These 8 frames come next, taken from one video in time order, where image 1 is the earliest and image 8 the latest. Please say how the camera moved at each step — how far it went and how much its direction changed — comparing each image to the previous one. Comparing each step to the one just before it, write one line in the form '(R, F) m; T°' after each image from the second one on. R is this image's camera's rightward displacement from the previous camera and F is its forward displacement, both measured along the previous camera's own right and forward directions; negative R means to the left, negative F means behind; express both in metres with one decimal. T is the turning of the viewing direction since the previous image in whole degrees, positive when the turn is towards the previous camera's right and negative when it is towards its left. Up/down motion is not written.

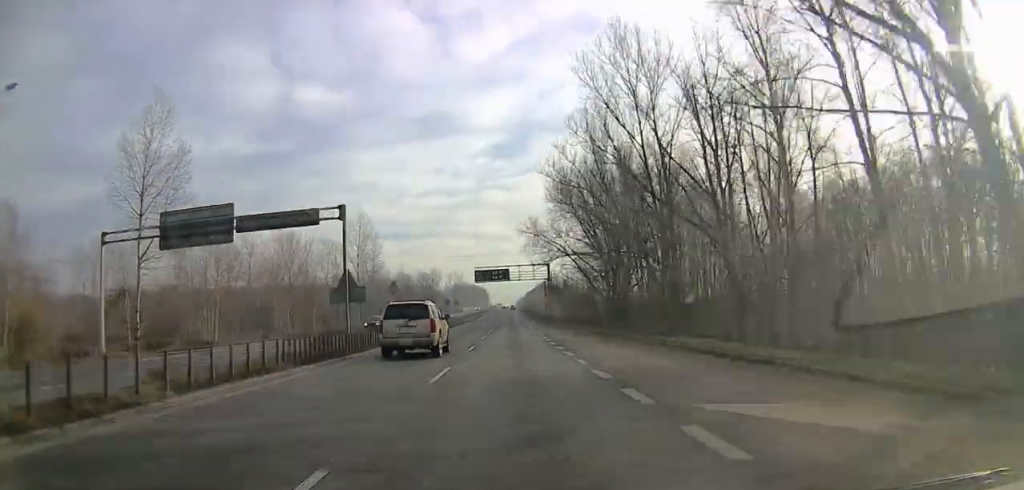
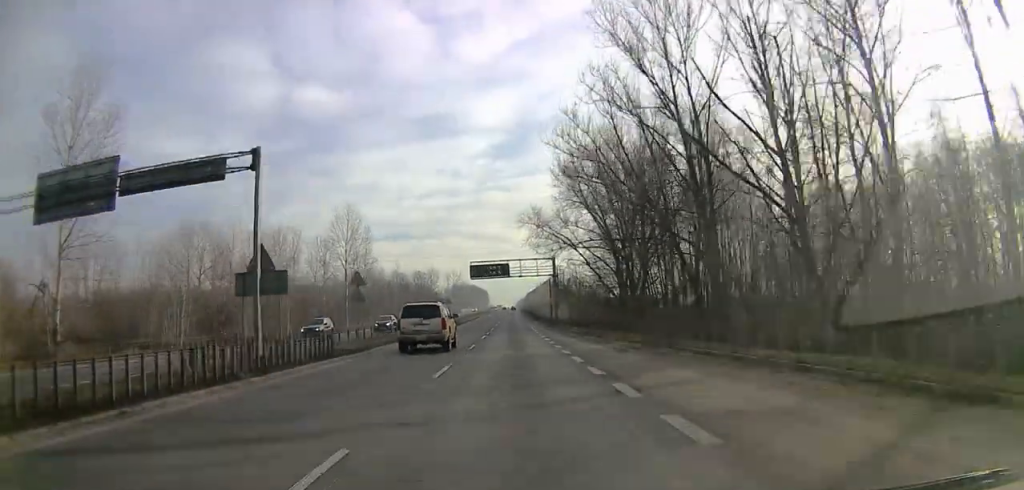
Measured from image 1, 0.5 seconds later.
(0.0, +10.9) m; 0°
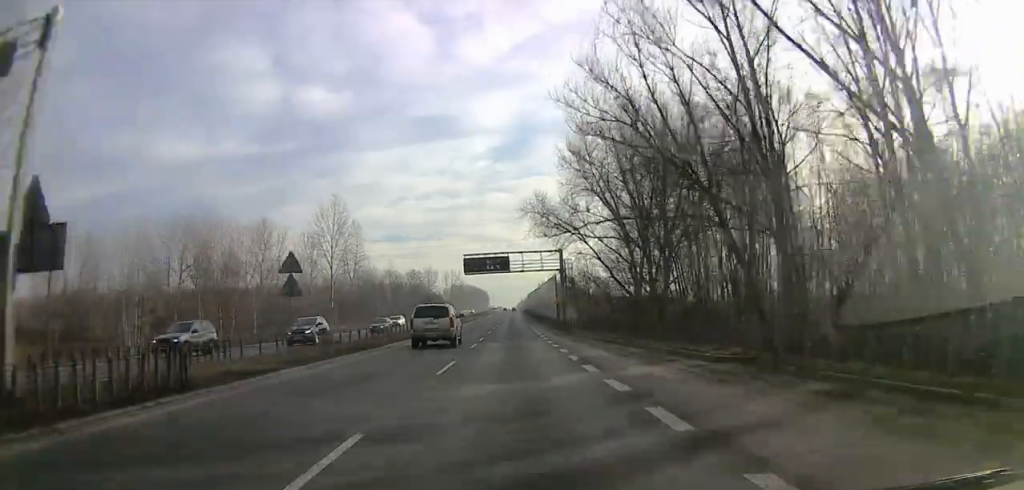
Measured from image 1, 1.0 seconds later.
(0.0, +11.0) m; 0°
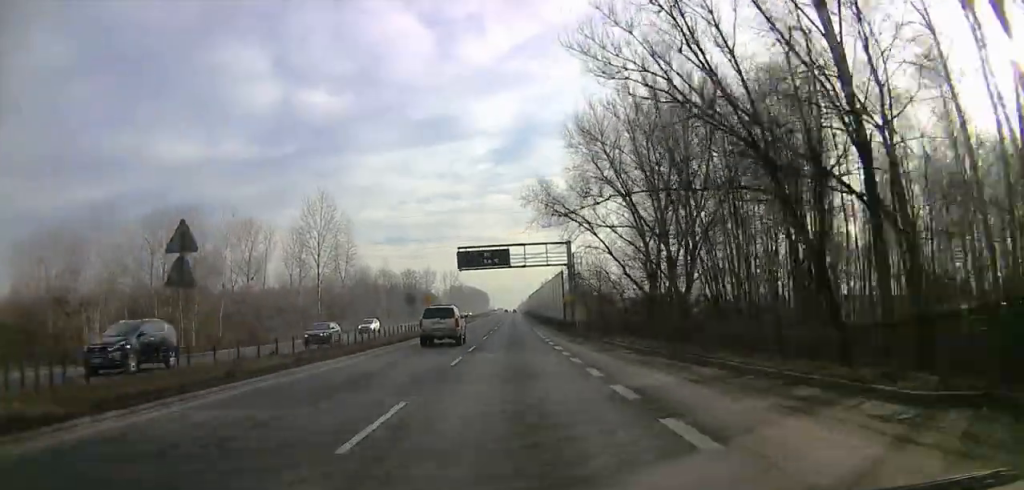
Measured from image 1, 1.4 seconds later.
(0.0, +8.8) m; 0°
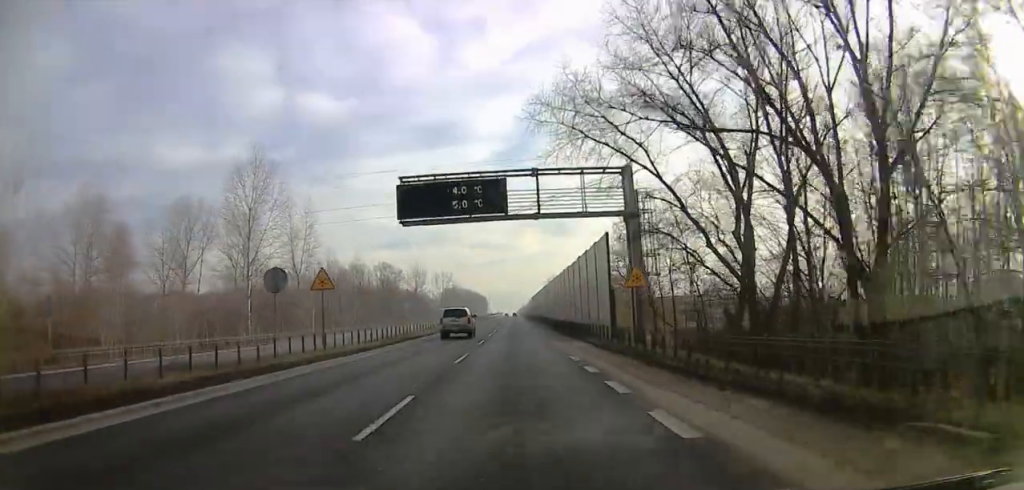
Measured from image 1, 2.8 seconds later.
(0.0, +31.2) m; 0°
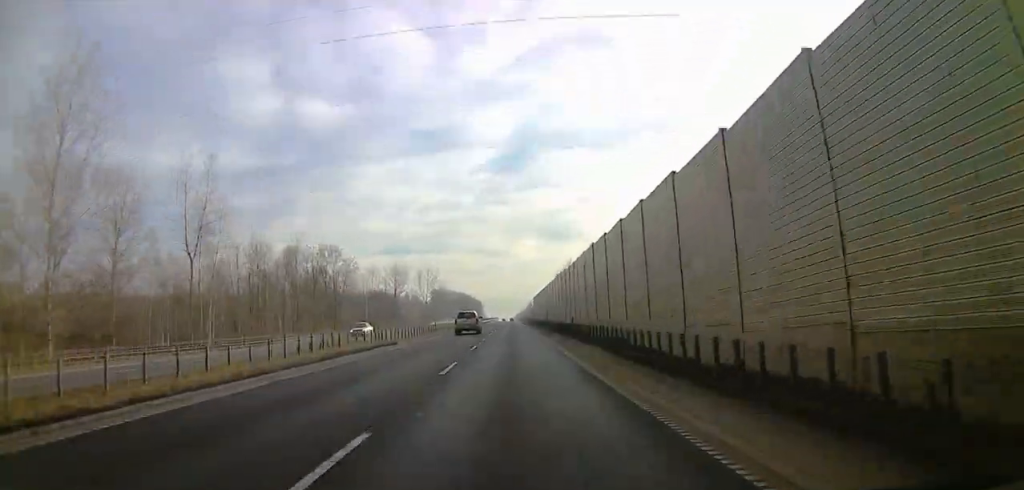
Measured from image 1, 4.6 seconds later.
(0.0, +40.1) m; 0°
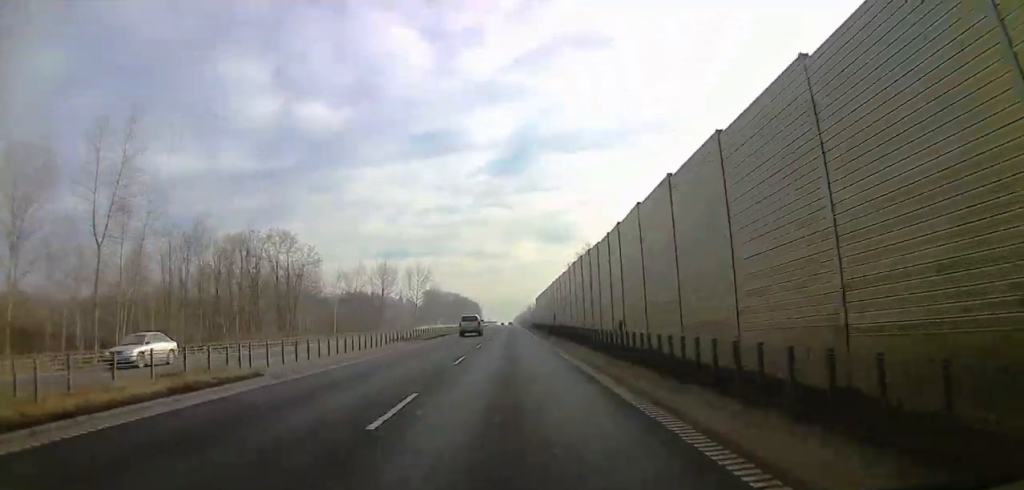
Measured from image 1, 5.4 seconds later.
(0.0, +20.0) m; 0°
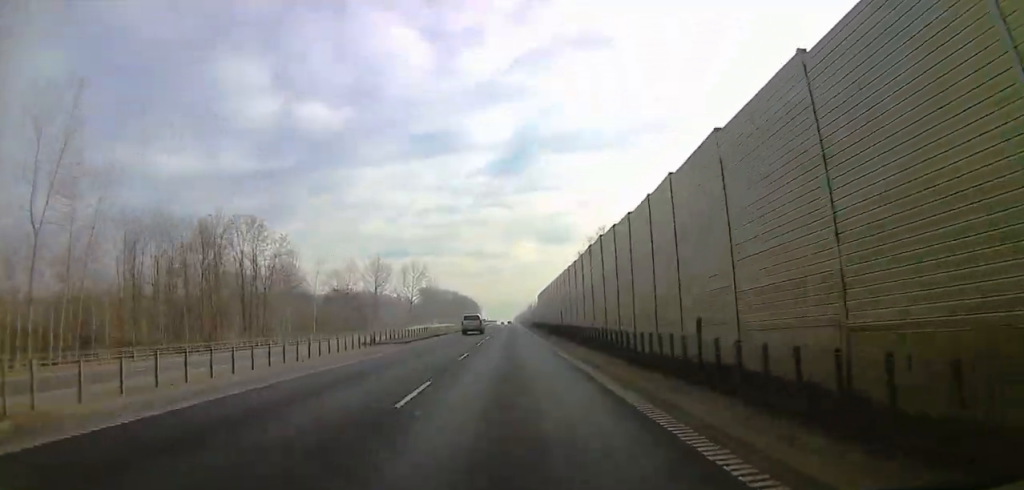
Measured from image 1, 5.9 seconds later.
(0.0, +10.1) m; 0°
